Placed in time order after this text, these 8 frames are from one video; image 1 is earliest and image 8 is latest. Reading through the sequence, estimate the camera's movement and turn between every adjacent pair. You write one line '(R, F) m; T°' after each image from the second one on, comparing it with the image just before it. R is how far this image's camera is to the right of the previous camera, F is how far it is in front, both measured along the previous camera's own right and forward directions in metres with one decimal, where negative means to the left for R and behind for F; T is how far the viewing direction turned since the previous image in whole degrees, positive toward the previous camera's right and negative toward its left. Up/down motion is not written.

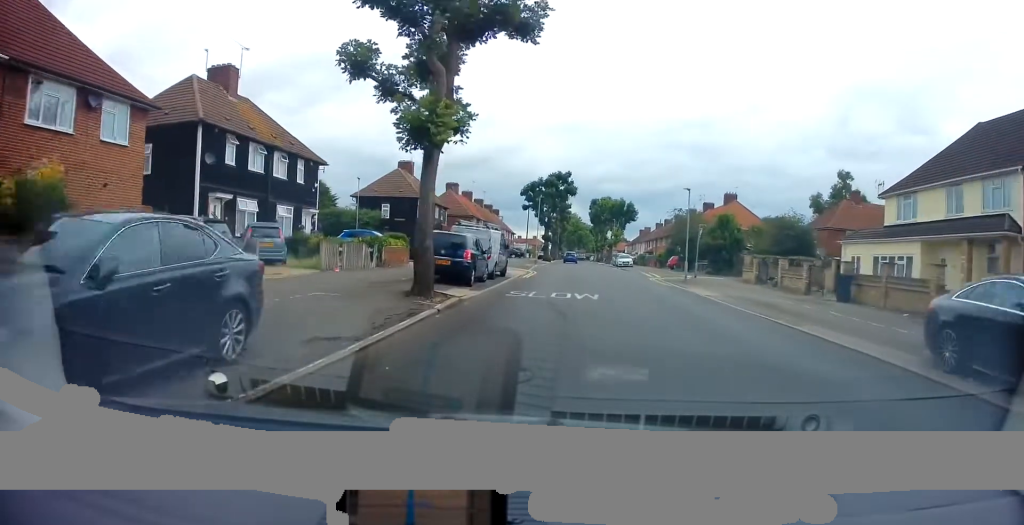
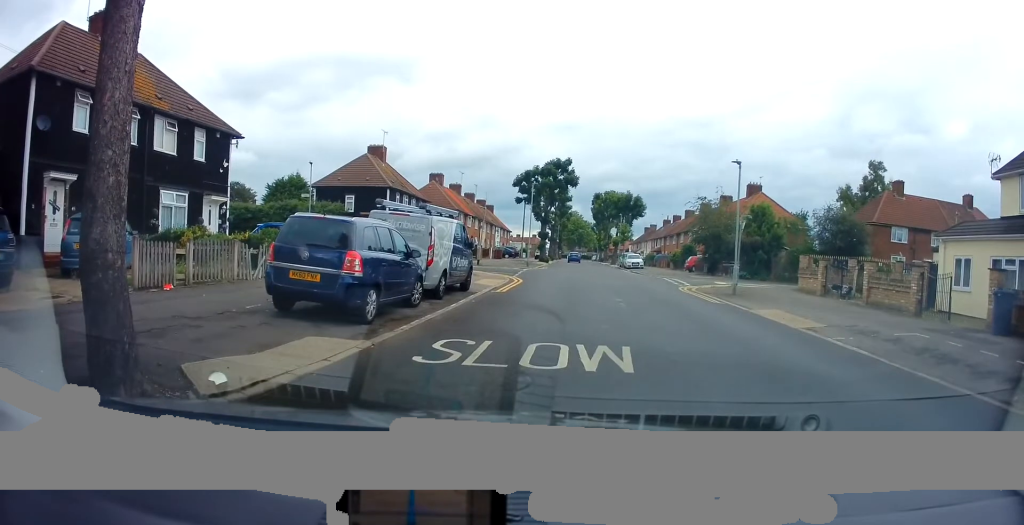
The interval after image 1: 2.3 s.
(-0.3, +8.1) m; -1°
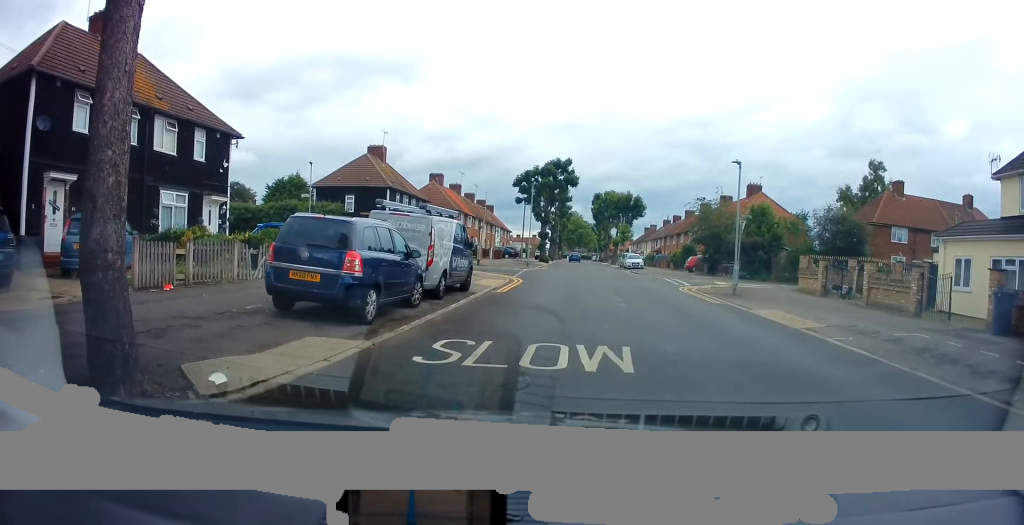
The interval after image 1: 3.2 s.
(0.0, 0.0) m; 0°
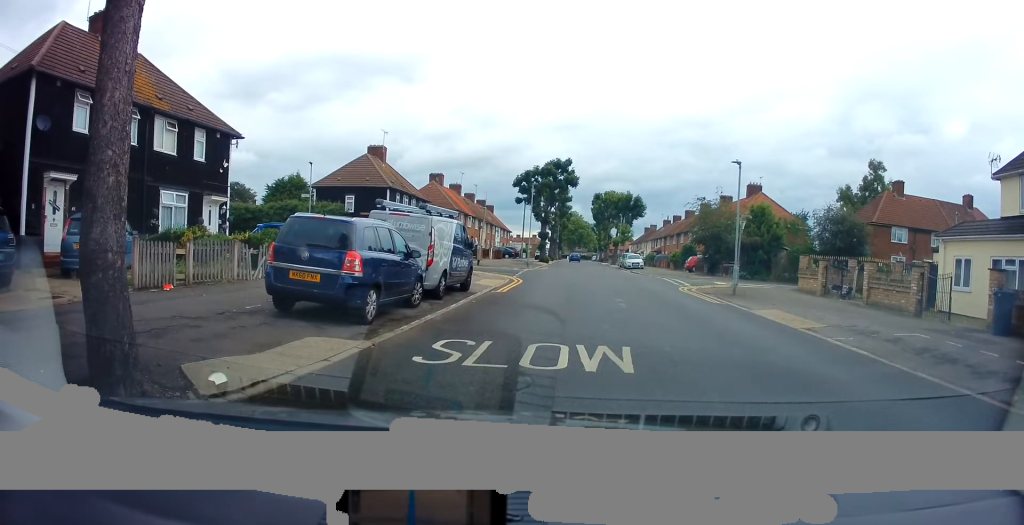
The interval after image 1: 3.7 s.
(0.0, 0.0) m; 0°
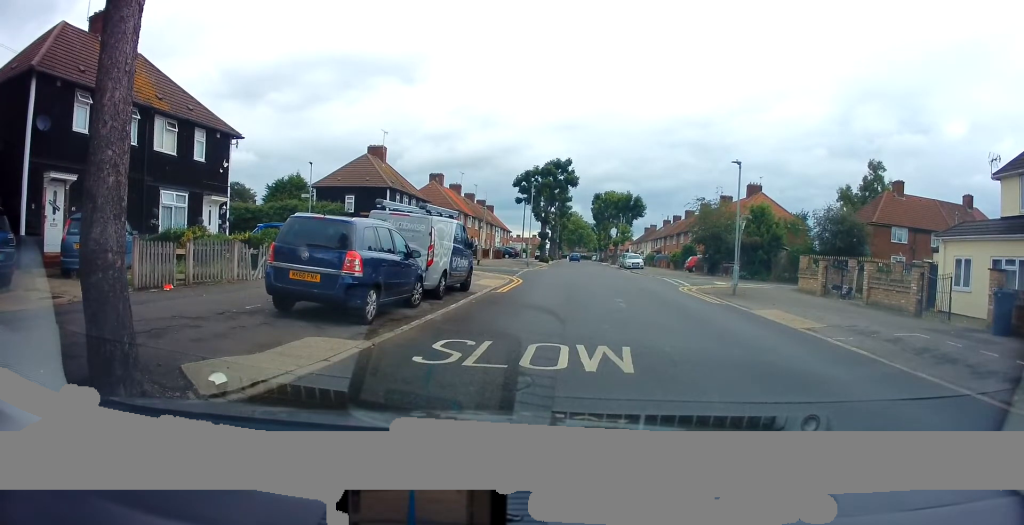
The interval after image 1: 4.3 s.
(0.0, 0.0) m; 0°
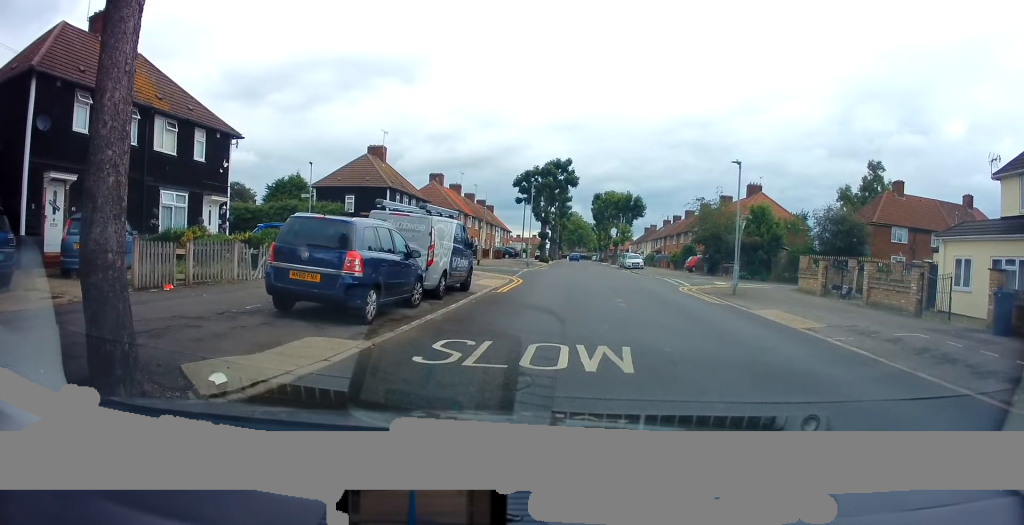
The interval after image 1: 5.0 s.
(0.0, 0.0) m; 0°
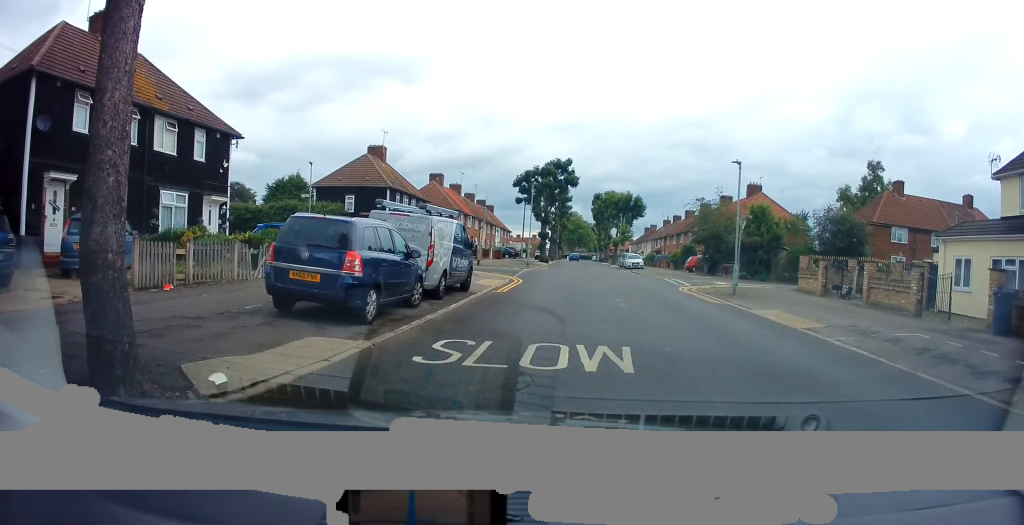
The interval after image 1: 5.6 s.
(0.0, 0.0) m; 0°
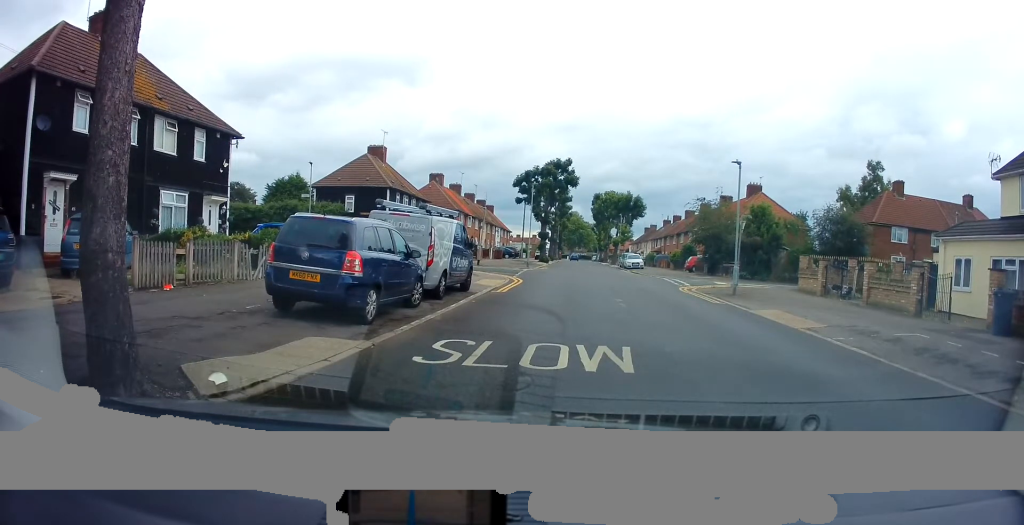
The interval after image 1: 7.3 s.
(0.0, 0.0) m; 0°
